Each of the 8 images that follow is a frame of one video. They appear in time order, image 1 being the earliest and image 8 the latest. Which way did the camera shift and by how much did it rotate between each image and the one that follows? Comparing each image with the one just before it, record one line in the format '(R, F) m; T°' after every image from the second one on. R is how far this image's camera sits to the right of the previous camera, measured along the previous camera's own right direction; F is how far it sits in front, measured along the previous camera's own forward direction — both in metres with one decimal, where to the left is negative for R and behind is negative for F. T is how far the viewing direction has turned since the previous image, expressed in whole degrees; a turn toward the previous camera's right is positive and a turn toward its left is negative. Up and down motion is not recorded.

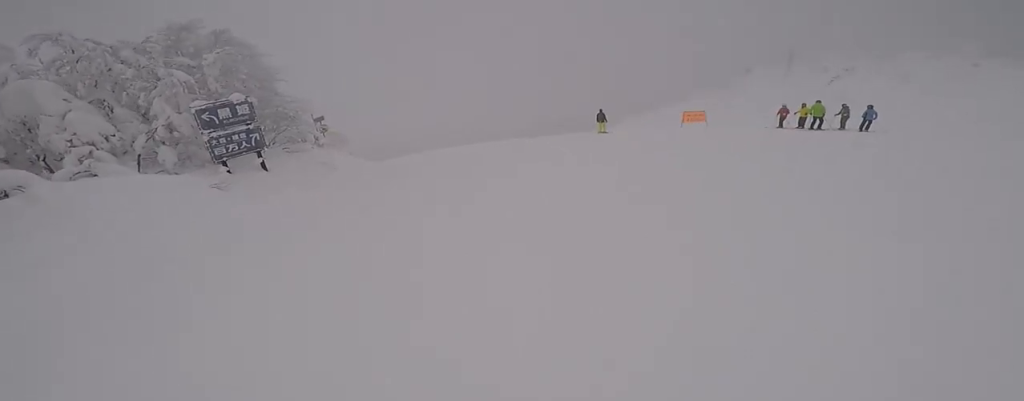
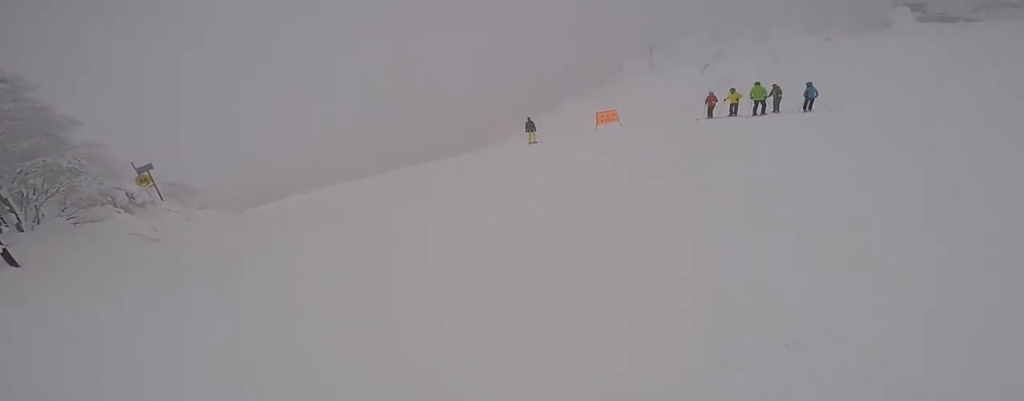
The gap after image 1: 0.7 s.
(-0.7, +4.9) m; +4°
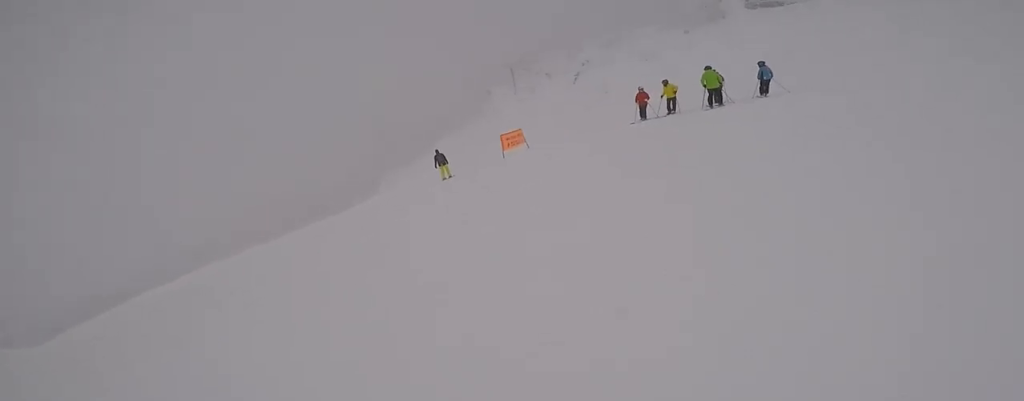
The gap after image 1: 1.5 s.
(+0.4, +5.7) m; +14°
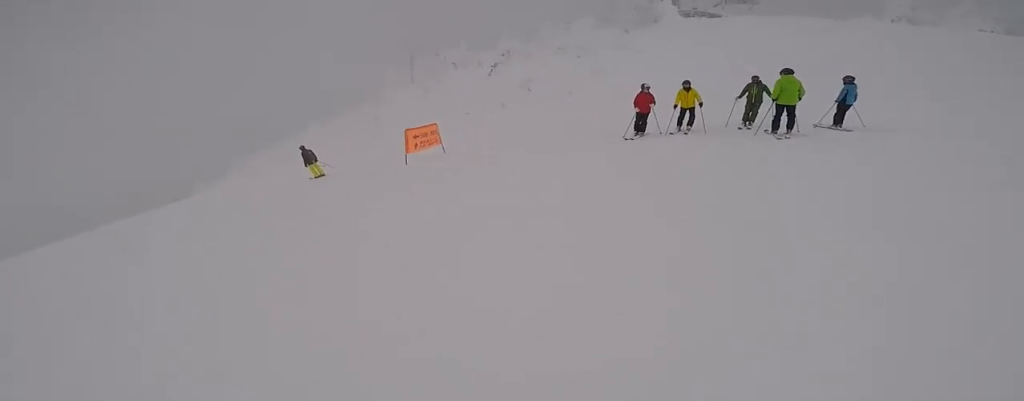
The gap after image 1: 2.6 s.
(+1.7, +6.9) m; +15°
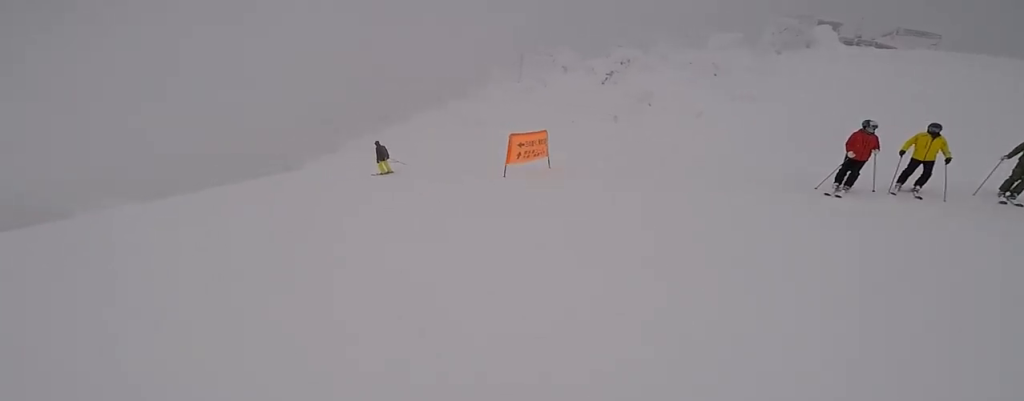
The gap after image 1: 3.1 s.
(+0.4, +3.2) m; 0°
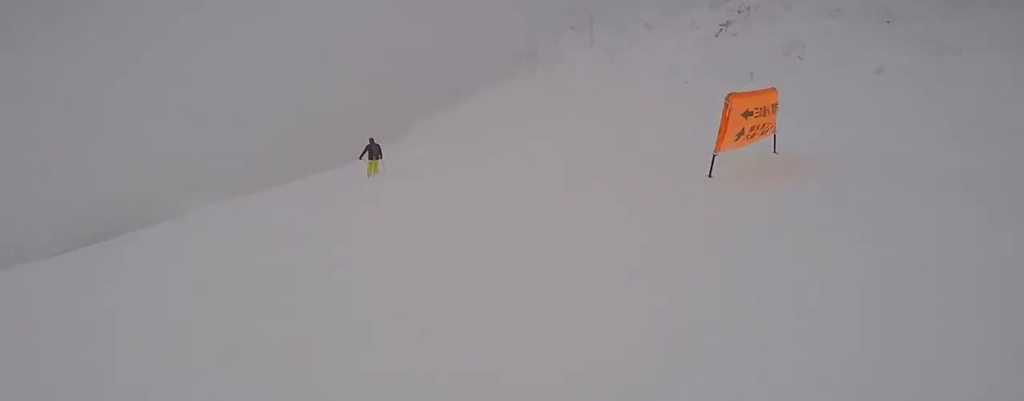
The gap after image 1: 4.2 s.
(-1.0, +6.2) m; -9°
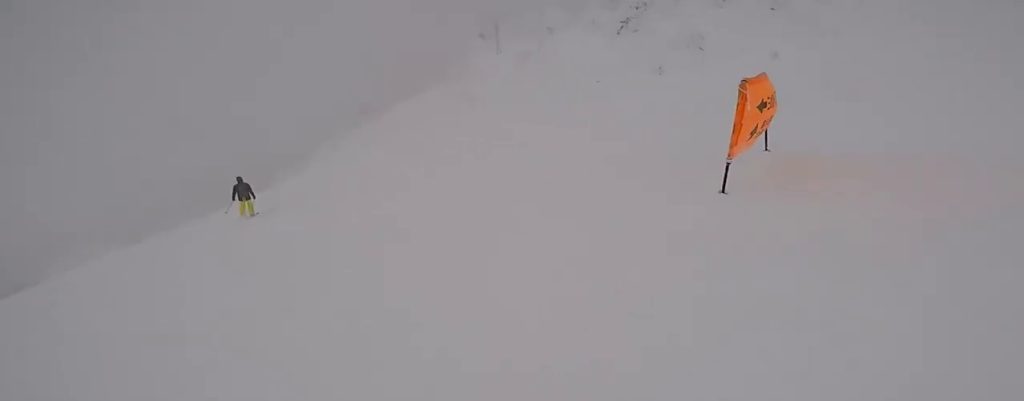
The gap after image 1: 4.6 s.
(-0.1, +2.5) m; +3°
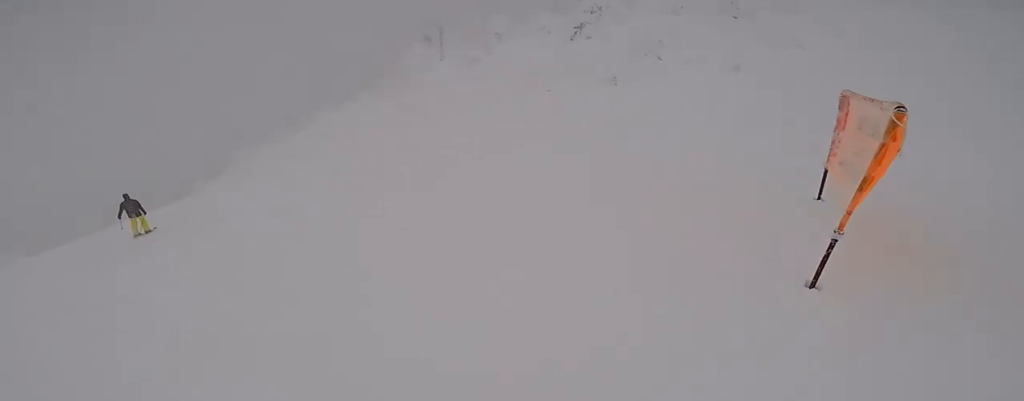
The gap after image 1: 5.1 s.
(-0.1, +2.4) m; +3°
